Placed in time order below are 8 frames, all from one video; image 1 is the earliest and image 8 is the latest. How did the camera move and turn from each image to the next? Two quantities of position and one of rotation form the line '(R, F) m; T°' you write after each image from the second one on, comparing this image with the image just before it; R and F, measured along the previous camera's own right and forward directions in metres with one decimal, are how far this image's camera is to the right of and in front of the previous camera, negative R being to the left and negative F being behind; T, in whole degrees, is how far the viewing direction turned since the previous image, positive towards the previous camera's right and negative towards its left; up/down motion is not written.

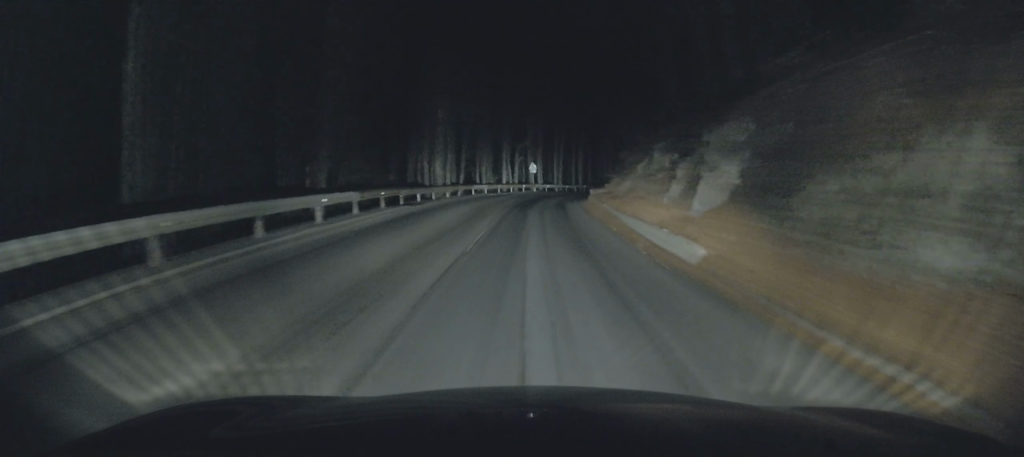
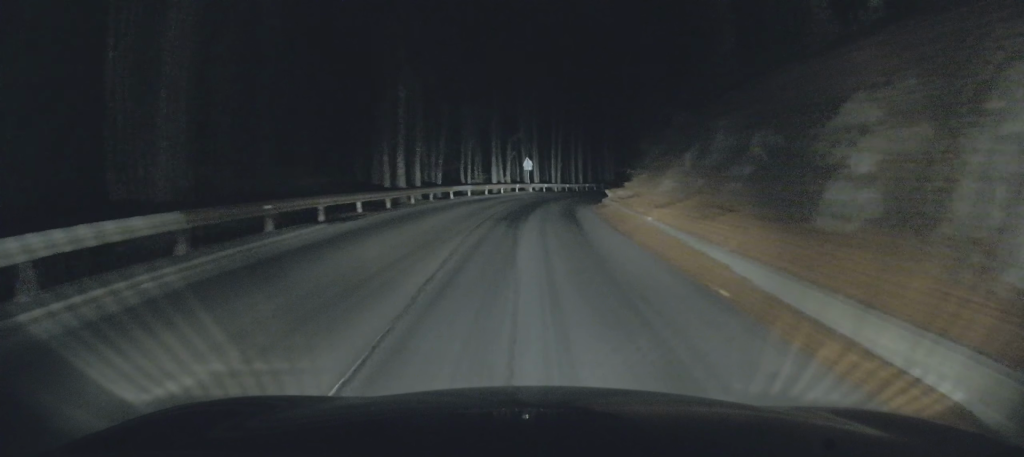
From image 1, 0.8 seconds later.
(+0.1, +9.7) m; +1°
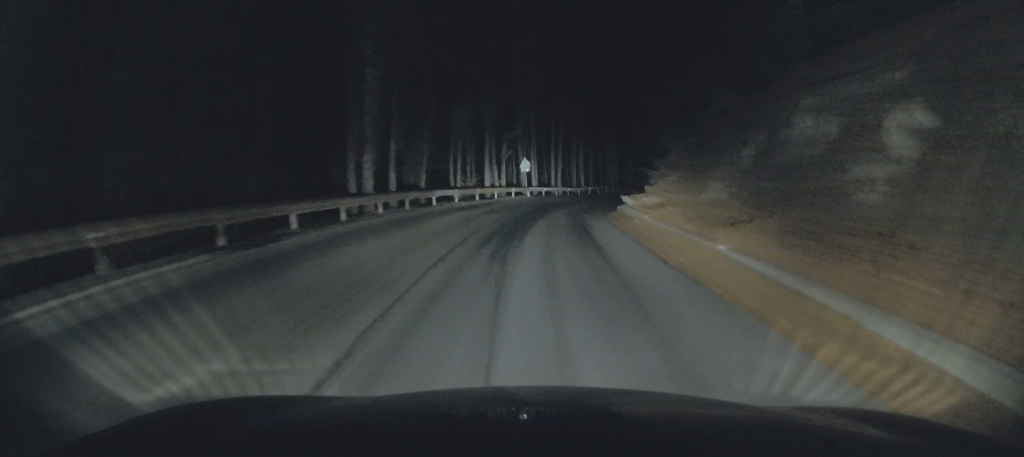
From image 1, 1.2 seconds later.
(0.0, +5.5) m; 0°
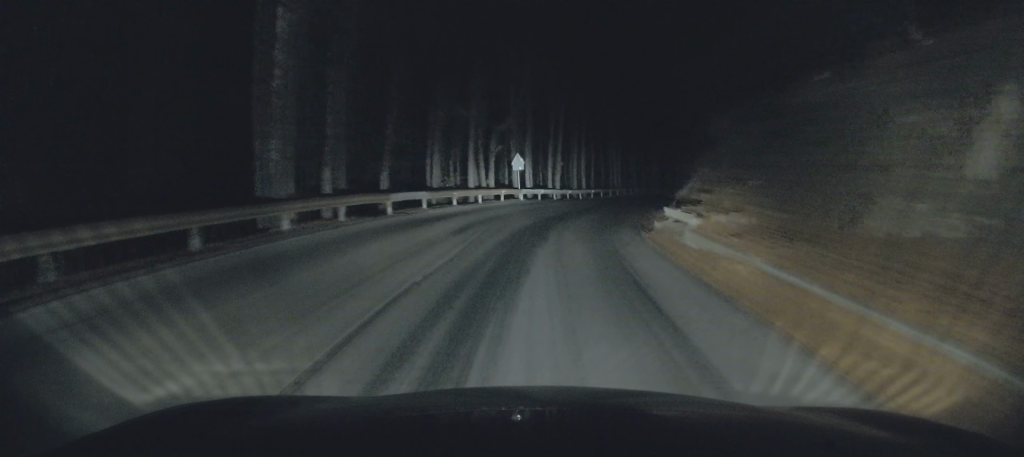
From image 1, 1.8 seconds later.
(0.0, +8.4) m; +2°
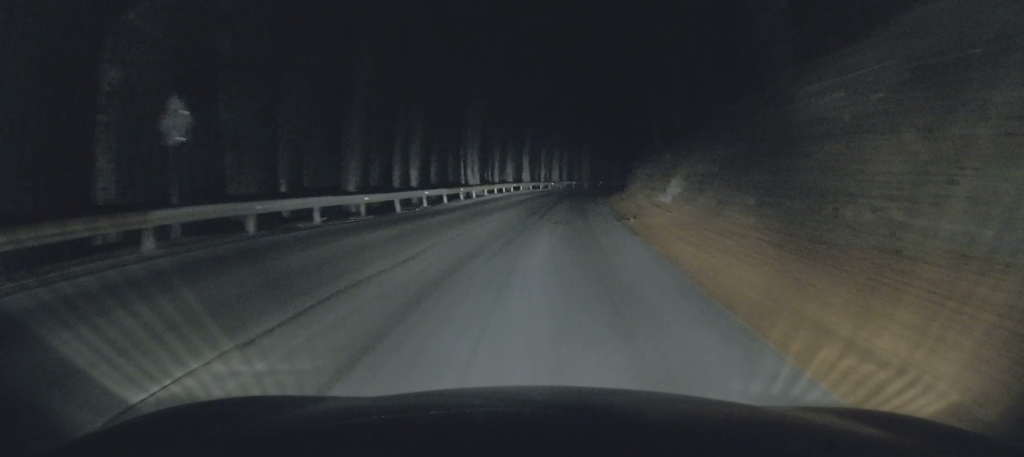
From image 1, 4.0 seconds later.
(+2.5, +29.1) m; +9°
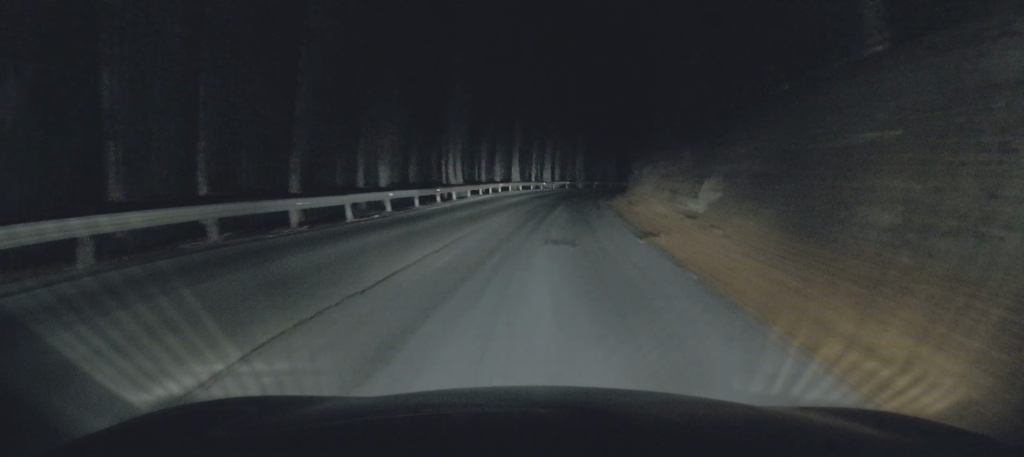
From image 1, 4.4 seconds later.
(0.0, +5.6) m; +1°
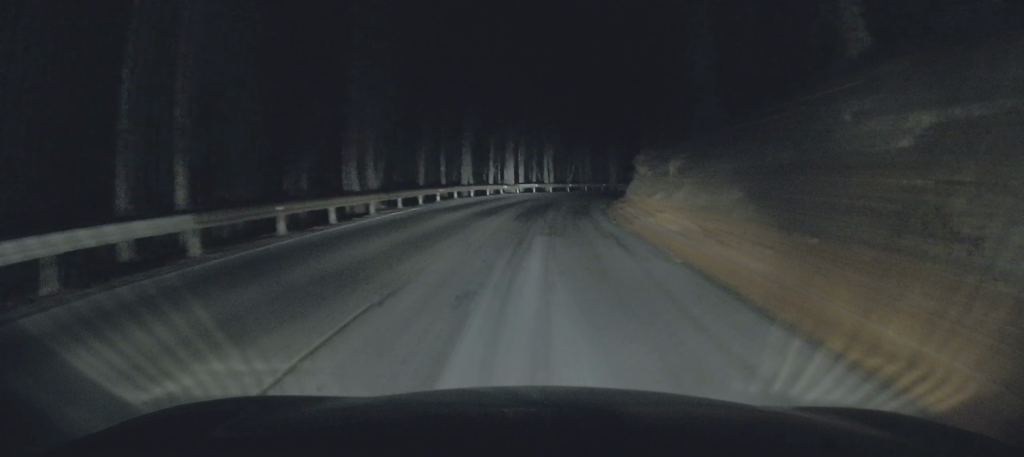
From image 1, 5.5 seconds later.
(+0.5, +16.2) m; +3°
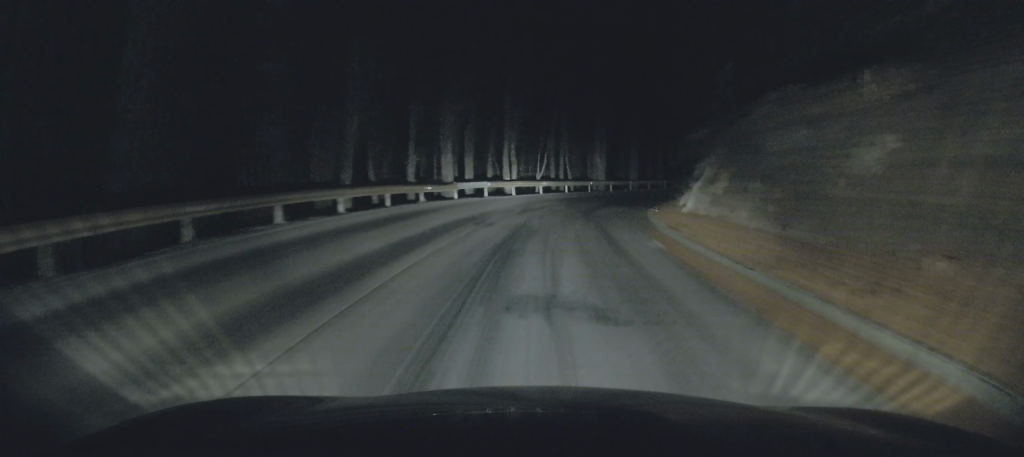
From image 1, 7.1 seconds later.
(+1.0, +22.6) m; +6°
